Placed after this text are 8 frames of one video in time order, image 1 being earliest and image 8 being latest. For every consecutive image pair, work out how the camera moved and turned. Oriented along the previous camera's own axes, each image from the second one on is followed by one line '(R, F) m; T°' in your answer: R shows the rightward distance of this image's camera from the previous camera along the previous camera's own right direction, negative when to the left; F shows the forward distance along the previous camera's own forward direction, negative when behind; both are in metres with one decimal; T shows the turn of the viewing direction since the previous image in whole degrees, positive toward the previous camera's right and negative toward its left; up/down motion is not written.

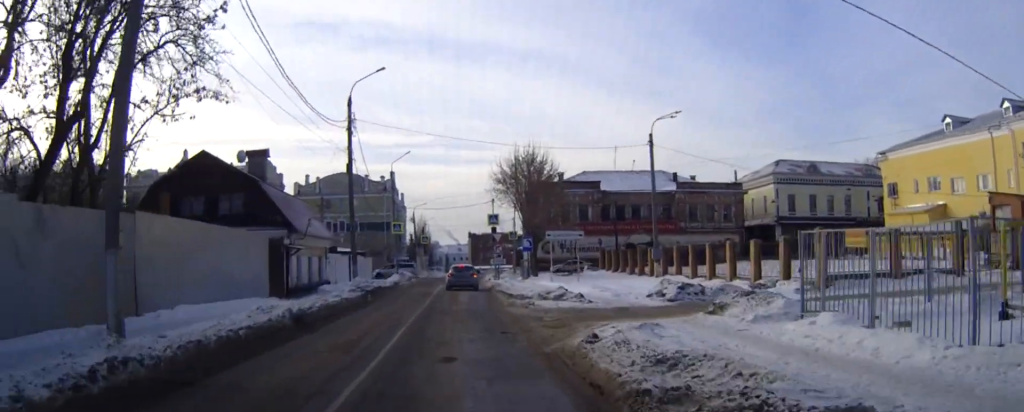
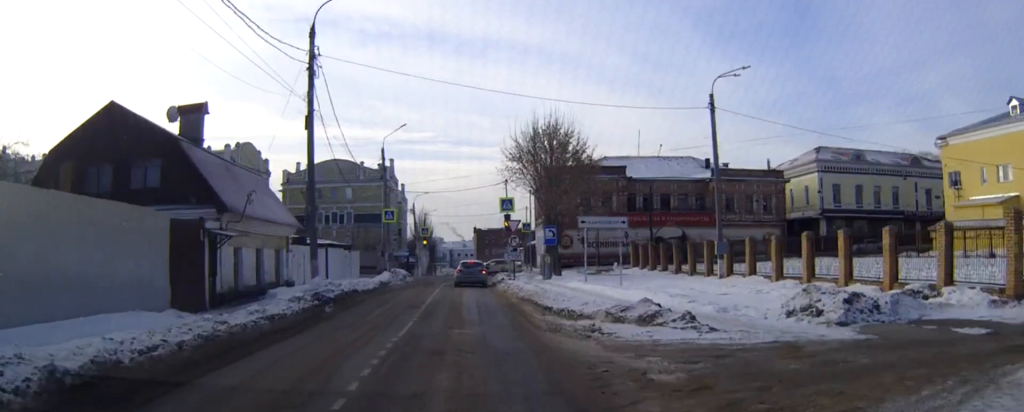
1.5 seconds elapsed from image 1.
(0.0, +10.8) m; -1°
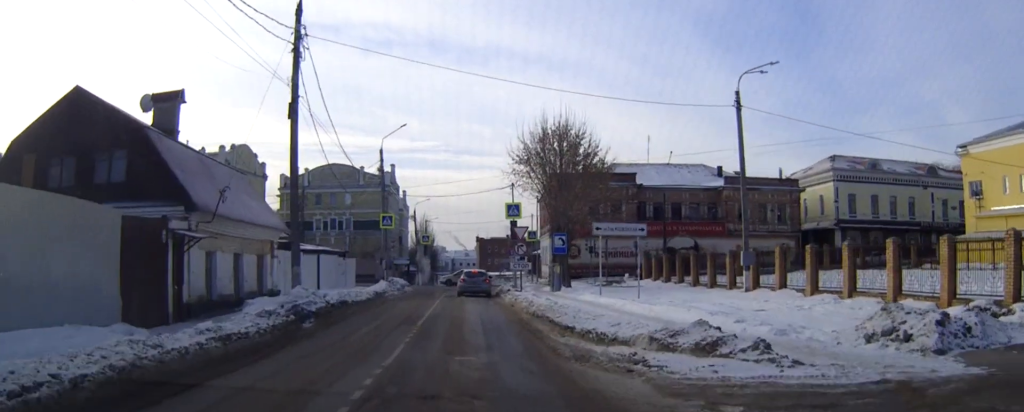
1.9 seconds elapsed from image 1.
(0.0, +3.1) m; -1°
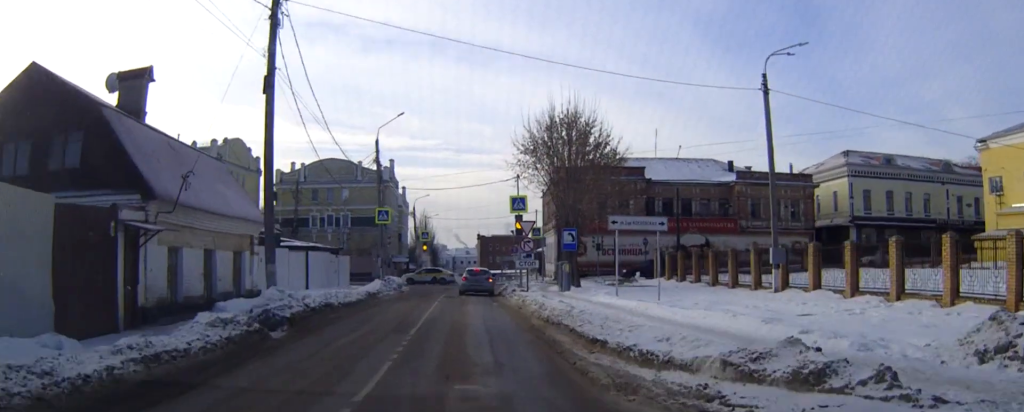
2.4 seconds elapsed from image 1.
(0.0, +3.0) m; -1°
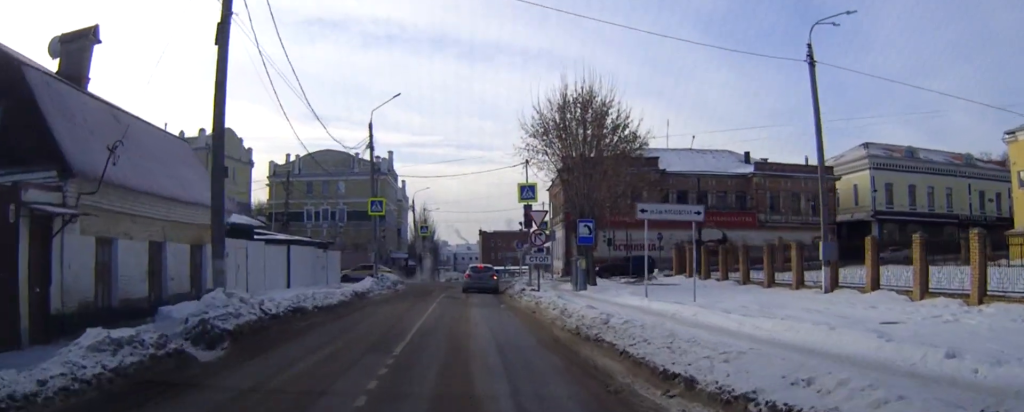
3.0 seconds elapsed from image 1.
(-0.1, +4.2) m; 0°
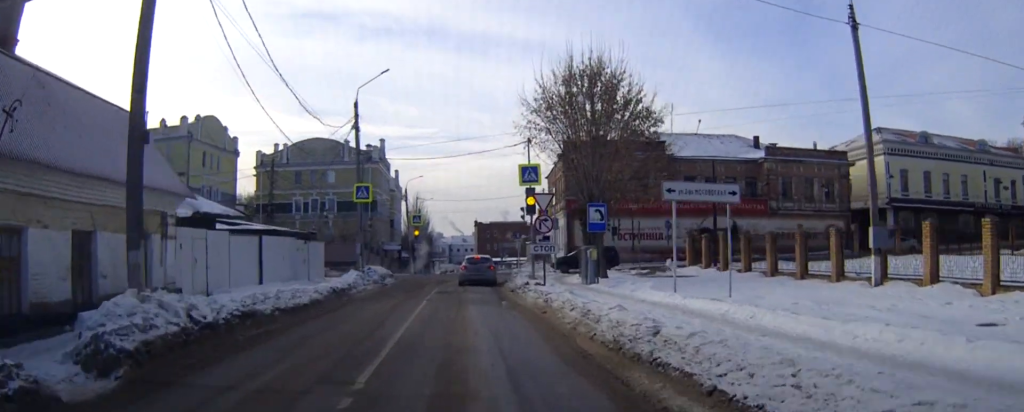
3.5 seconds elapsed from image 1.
(0.0, +3.7) m; 0°
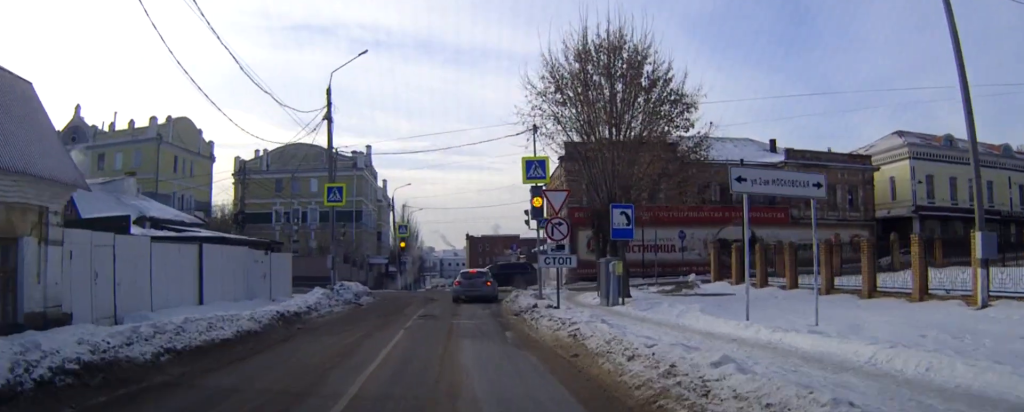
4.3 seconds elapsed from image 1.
(+0.1, +5.8) m; +1°
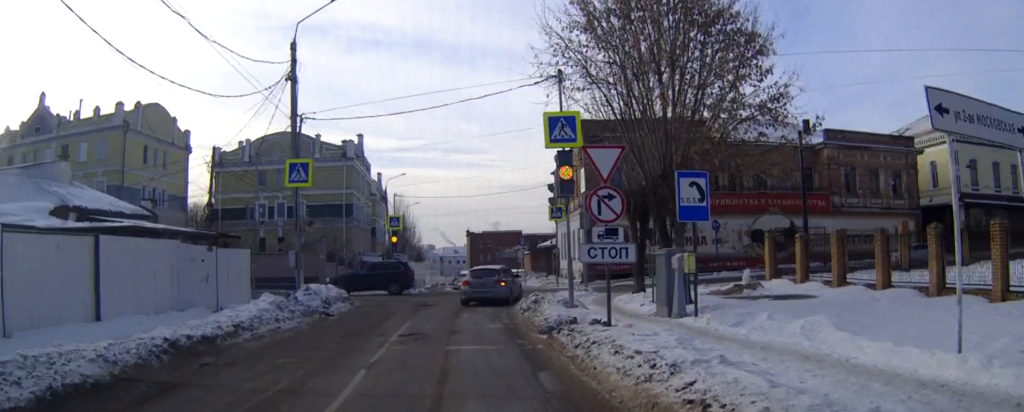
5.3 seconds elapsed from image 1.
(0.0, +7.0) m; 0°
